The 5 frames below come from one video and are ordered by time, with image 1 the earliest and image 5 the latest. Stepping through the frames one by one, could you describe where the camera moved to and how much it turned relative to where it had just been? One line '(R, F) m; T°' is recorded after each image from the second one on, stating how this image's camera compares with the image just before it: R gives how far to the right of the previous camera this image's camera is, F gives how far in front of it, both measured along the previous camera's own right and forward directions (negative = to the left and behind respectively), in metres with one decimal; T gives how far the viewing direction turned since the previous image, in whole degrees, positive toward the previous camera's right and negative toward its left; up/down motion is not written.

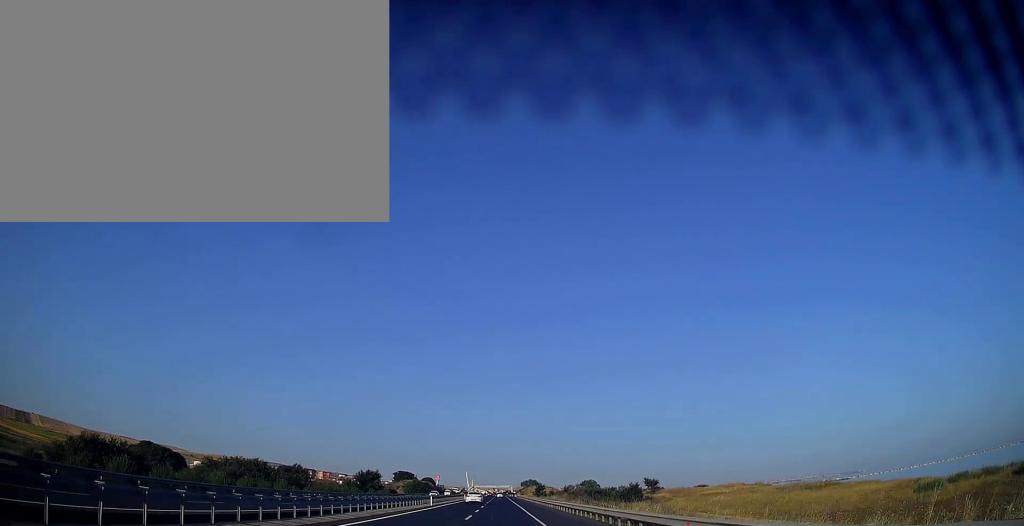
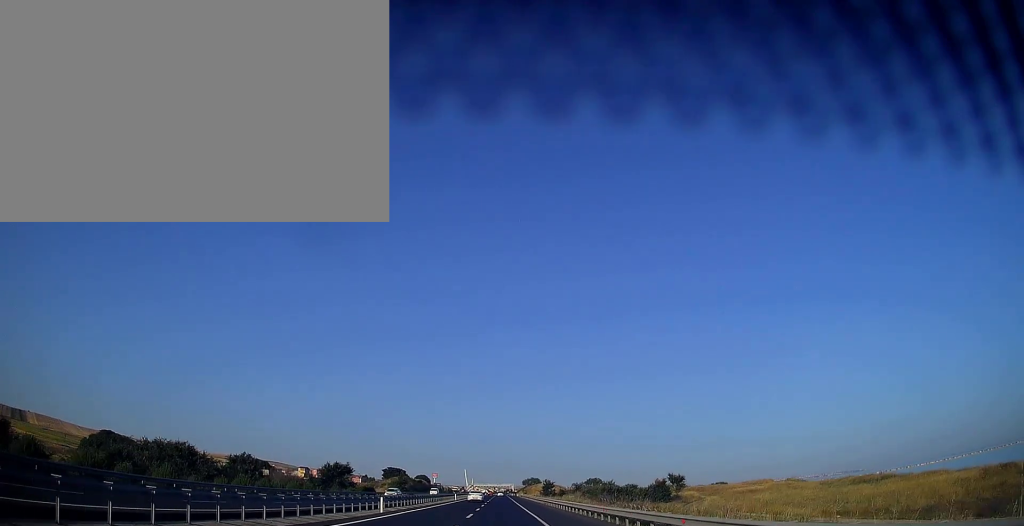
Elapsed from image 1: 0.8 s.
(+0.2, +23.6) m; 0°
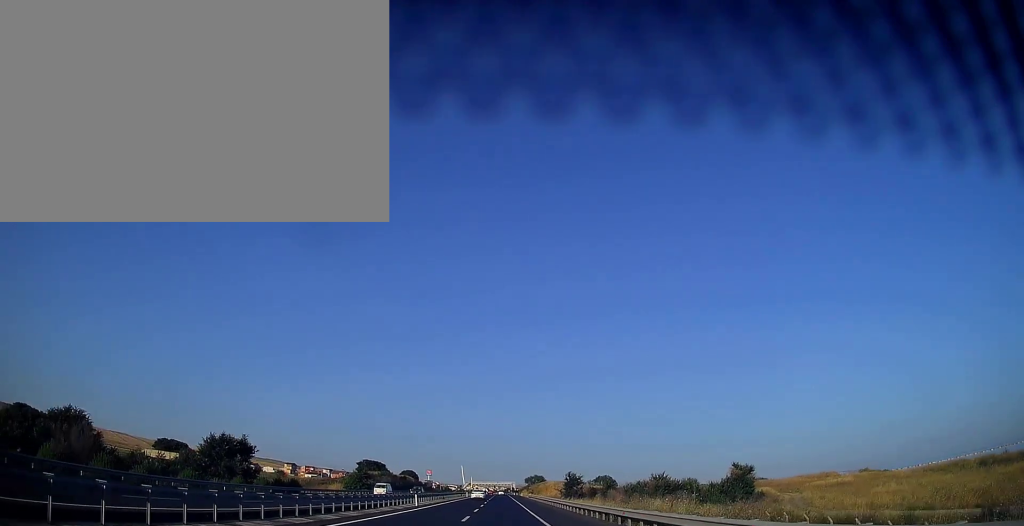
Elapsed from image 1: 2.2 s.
(-0.1, +40.3) m; -1°
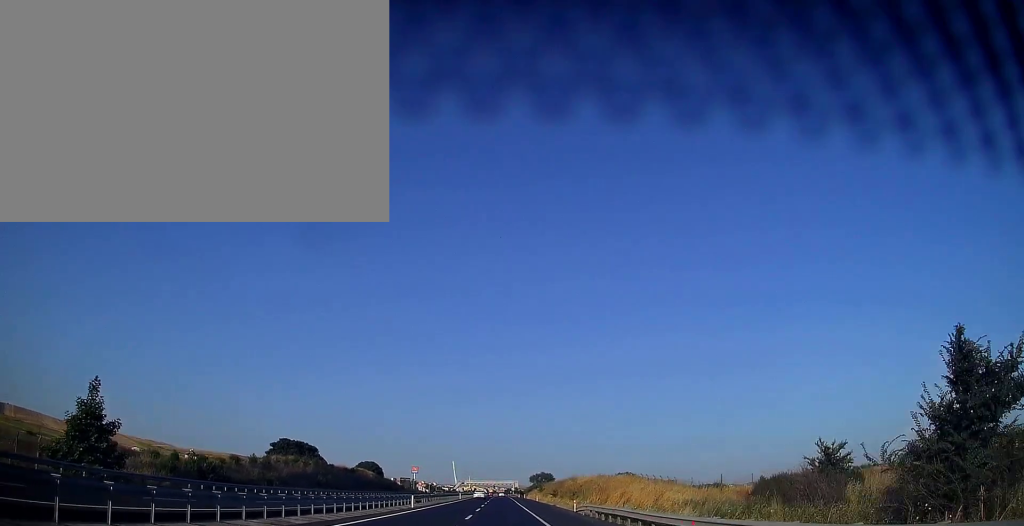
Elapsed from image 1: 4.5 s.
(0.0, +70.0) m; +1°
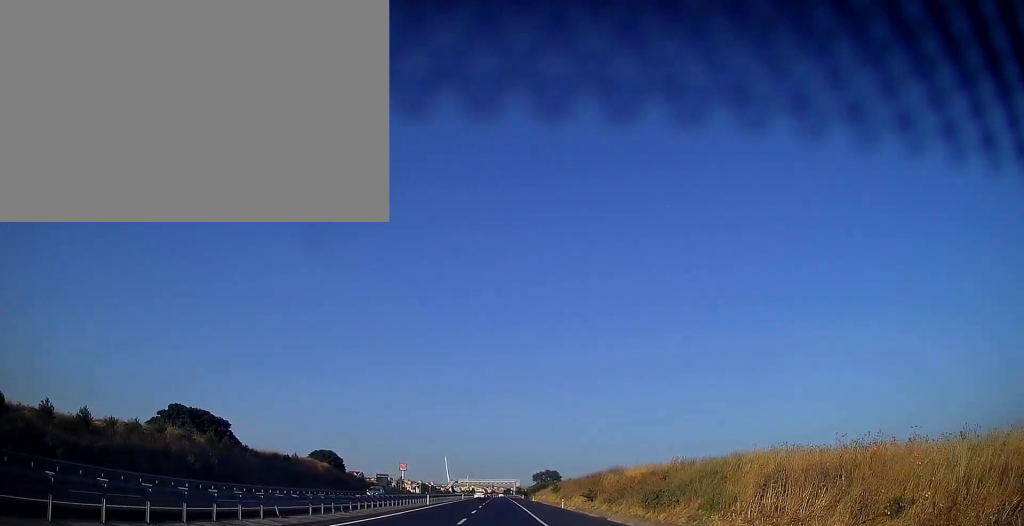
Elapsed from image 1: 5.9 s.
(+0.1, +40.2) m; 0°
